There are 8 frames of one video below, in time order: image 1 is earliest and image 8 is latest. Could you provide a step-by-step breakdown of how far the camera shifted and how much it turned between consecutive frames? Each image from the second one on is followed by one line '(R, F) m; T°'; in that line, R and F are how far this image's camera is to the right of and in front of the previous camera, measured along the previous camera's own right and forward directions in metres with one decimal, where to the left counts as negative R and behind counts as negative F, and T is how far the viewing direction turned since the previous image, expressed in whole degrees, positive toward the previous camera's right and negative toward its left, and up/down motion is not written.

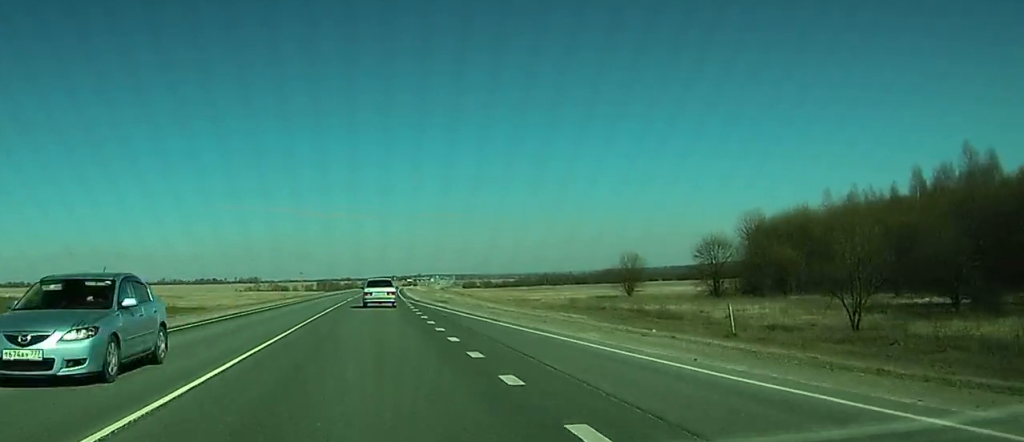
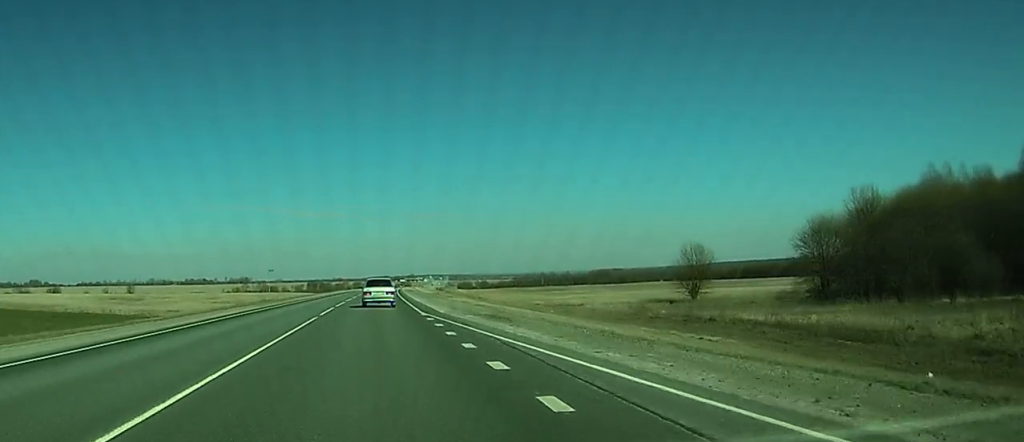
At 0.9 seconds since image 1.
(+1.6, +27.6) m; 0°
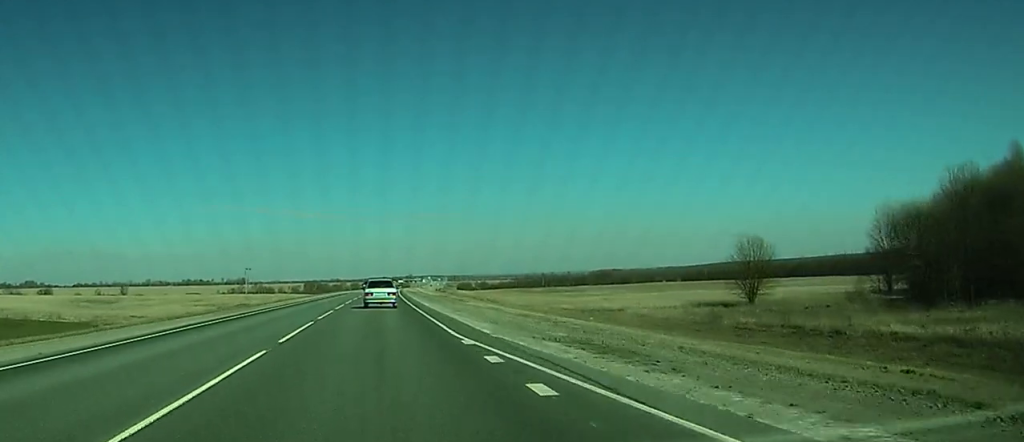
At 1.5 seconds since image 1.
(-0.9, +15.6) m; -3°
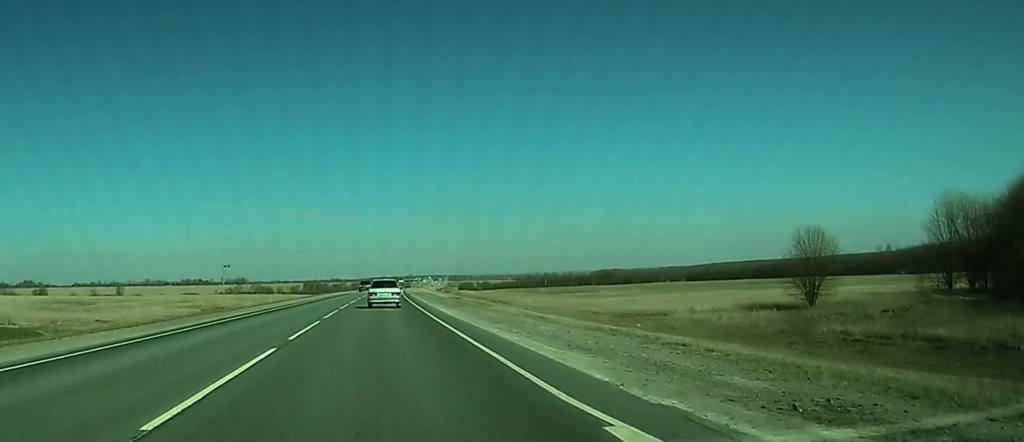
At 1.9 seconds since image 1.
(0.0, +11.3) m; 0°
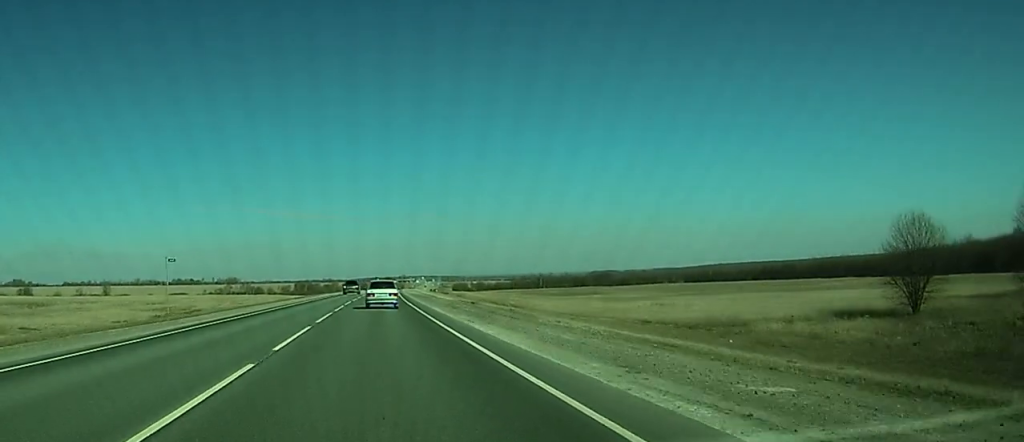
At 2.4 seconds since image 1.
(0.0, +15.1) m; 0°
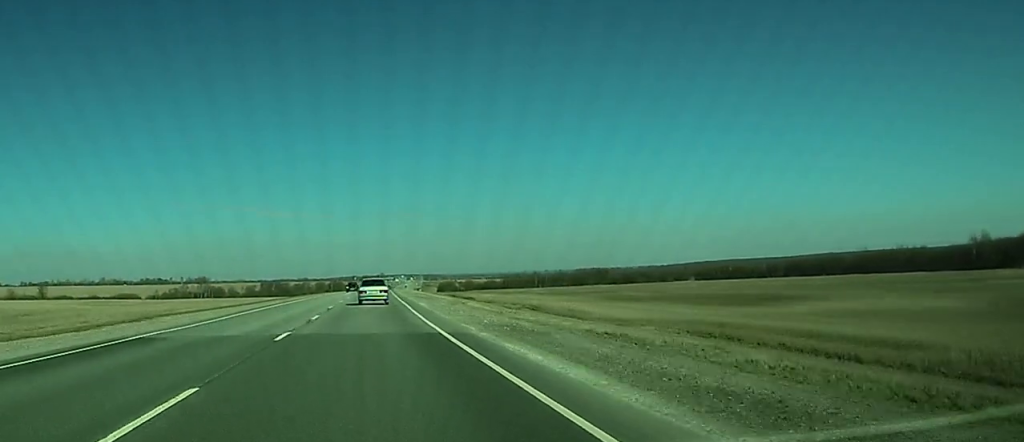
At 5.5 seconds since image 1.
(+0.4, +85.6) m; +2°
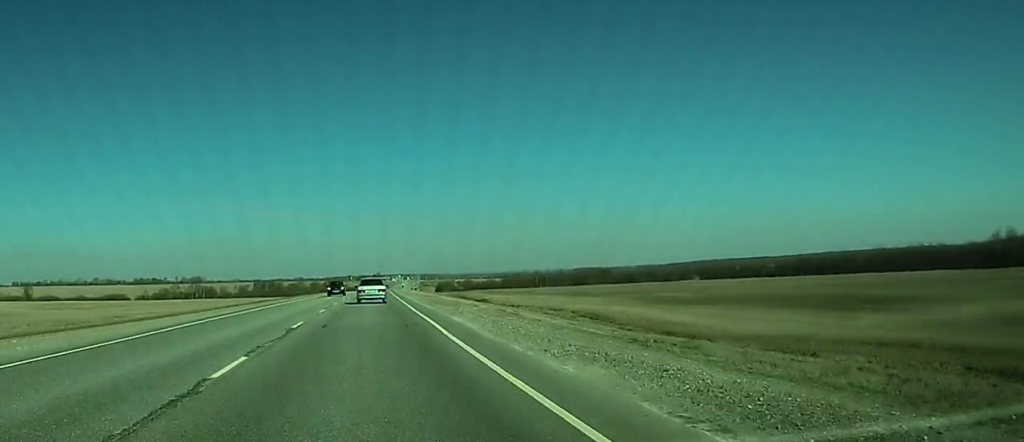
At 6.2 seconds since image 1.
(0.0, +19.0) m; 0°
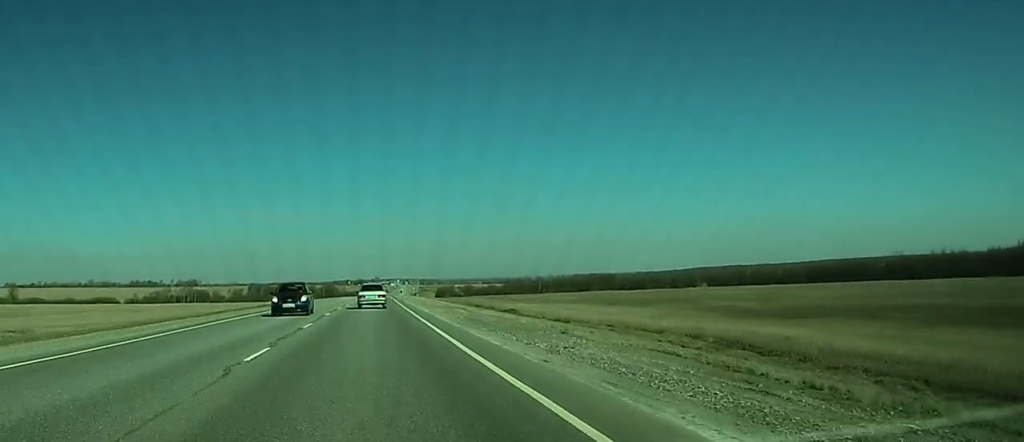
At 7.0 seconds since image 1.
(-0.1, +20.9) m; 0°
